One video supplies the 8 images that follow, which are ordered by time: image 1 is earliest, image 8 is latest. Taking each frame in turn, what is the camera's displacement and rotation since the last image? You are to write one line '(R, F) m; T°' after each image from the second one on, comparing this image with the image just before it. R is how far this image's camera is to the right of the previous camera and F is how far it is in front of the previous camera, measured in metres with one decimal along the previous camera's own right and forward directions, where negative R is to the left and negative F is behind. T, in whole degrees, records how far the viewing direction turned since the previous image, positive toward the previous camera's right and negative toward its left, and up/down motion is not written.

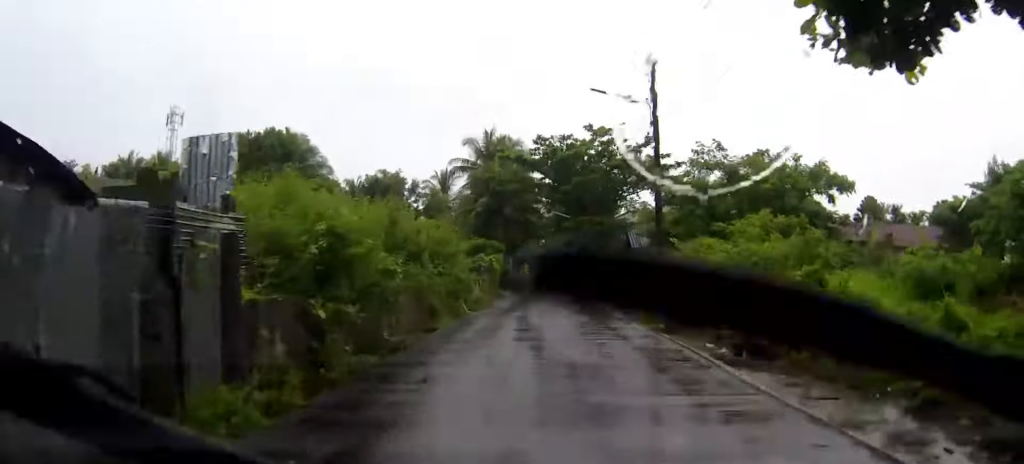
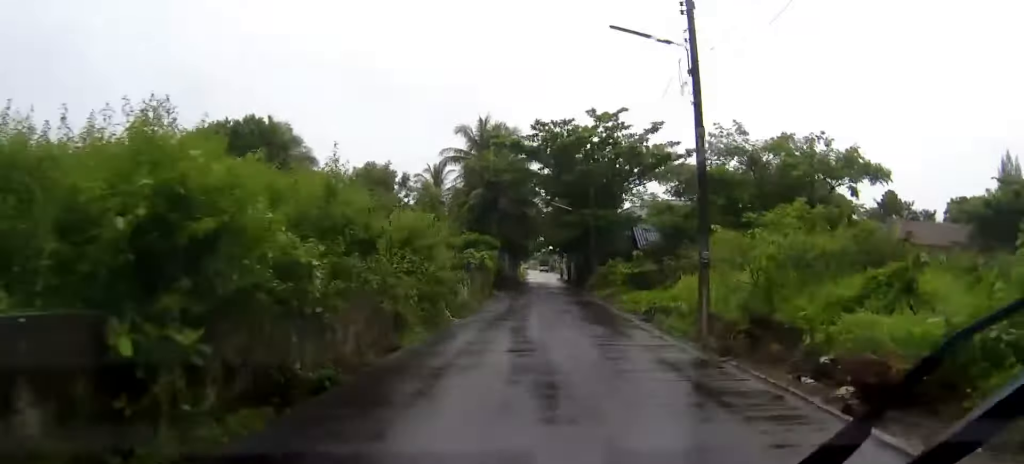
(+0.1, +4.4) m; 0°
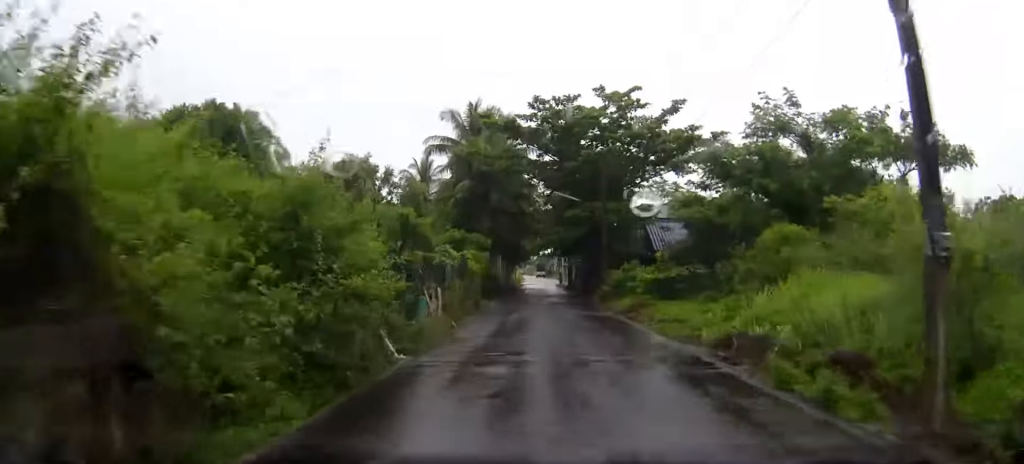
(+0.1, +7.7) m; 0°
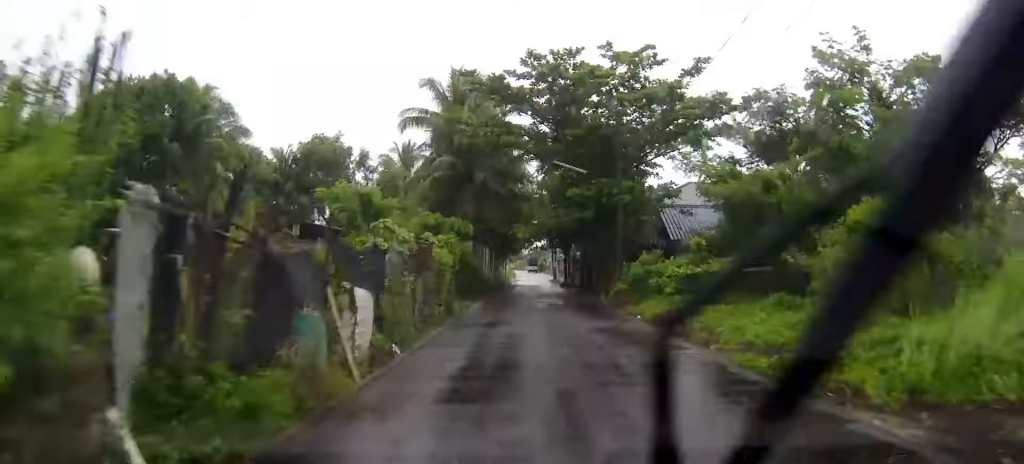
(0.0, +7.7) m; 0°
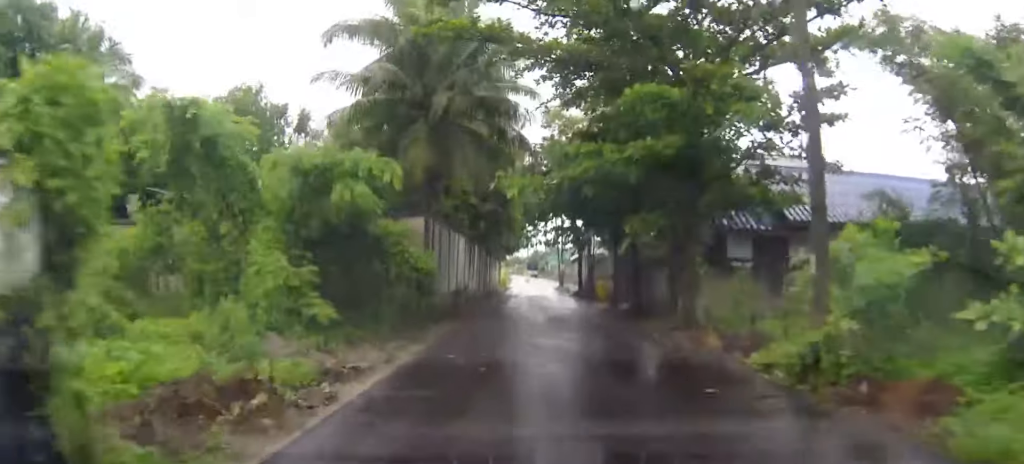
(0.0, +19.2) m; 0°
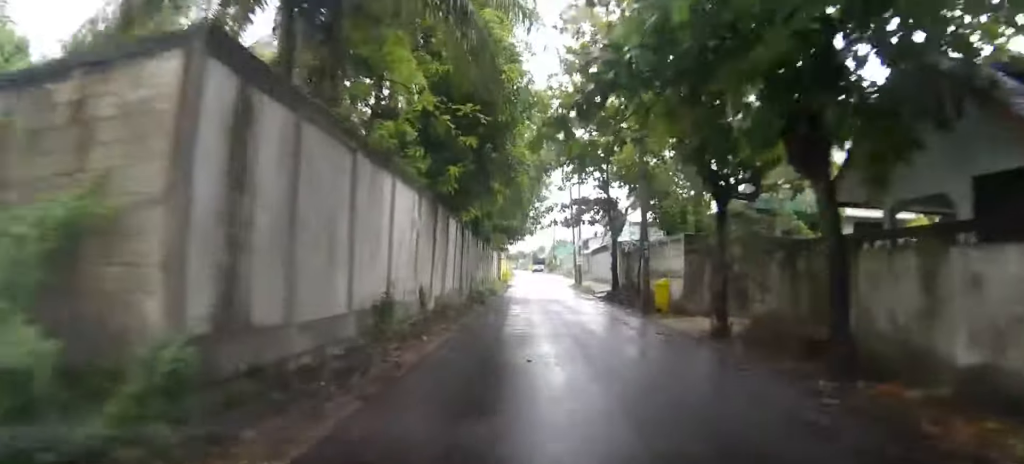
(0.0, +16.0) m; 0°
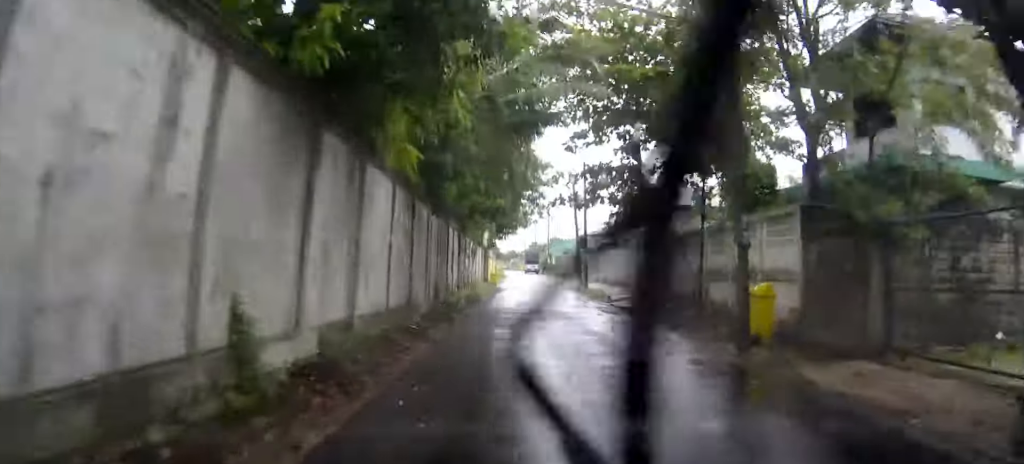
(0.0, +10.6) m; 0°
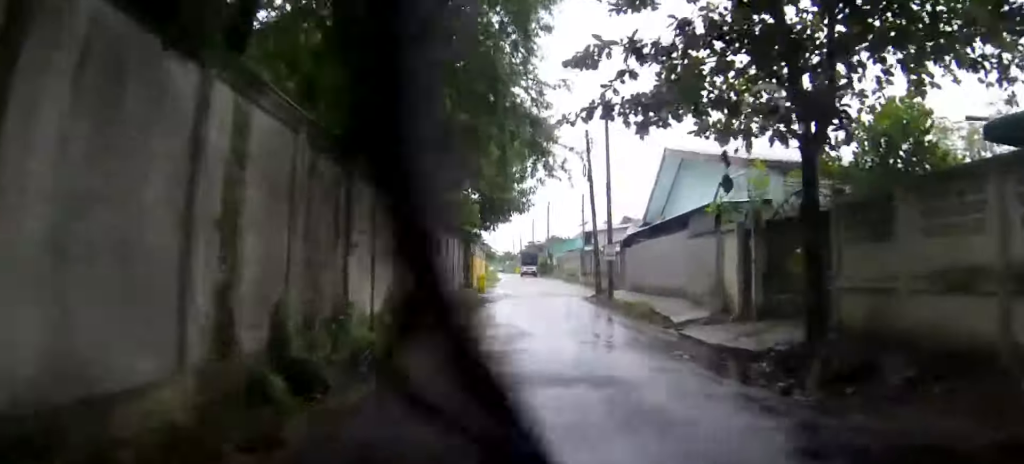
(0.0, +13.2) m; -1°
